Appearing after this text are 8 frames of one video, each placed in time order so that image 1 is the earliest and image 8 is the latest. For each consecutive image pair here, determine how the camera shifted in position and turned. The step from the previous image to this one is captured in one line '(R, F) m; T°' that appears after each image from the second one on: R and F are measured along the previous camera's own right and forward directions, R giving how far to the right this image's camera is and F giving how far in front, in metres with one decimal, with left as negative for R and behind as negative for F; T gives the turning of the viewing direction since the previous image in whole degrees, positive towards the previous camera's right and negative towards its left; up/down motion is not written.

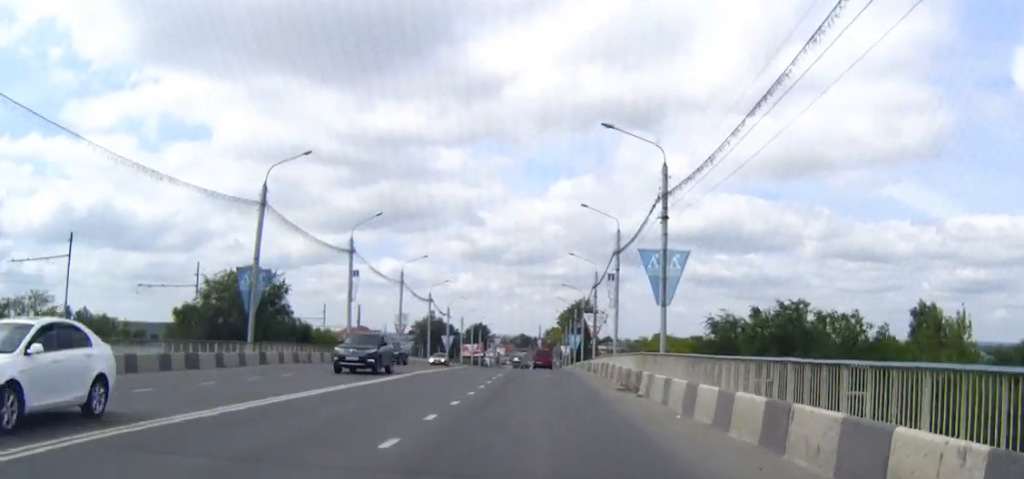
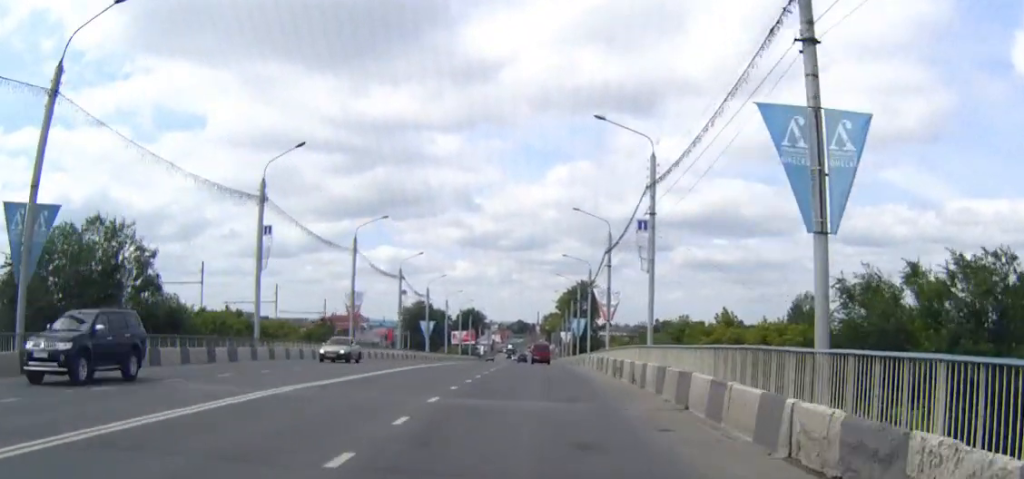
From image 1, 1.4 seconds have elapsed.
(+0.1, +21.8) m; 0°
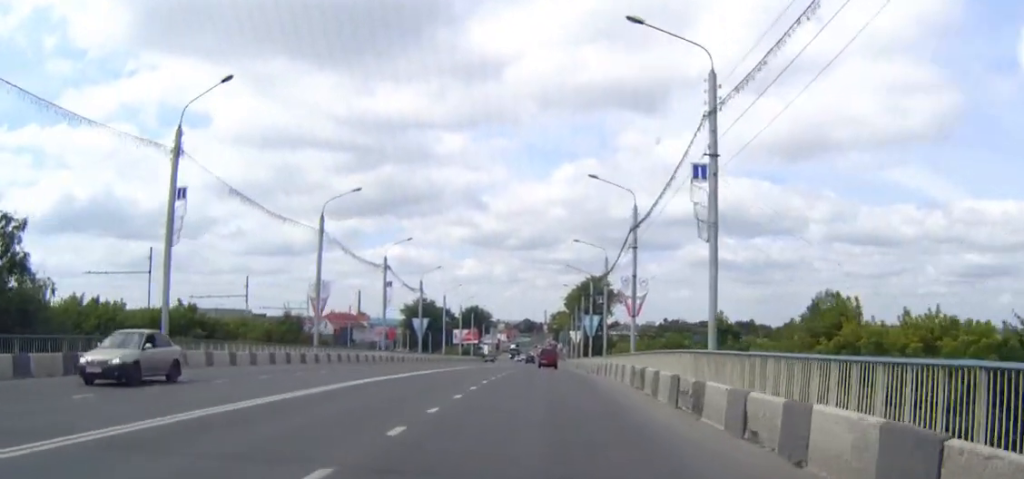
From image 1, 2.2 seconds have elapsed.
(0.0, +13.0) m; 0°
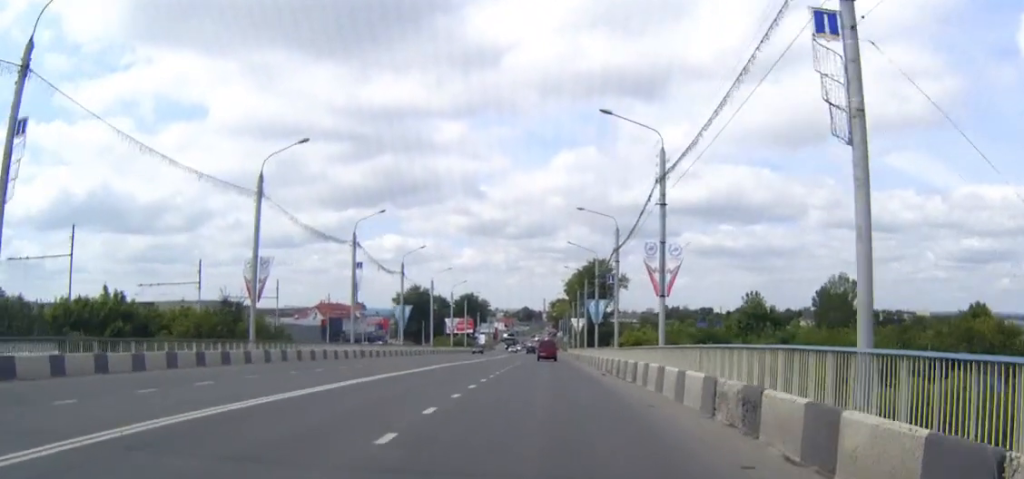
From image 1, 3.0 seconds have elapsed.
(0.0, +12.9) m; 0°
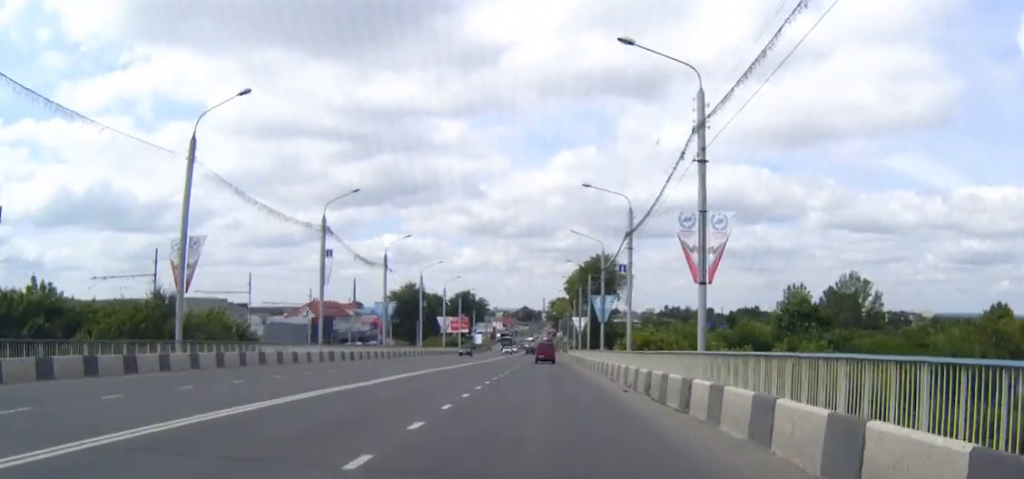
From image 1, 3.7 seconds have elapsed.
(0.0, +9.7) m; 0°
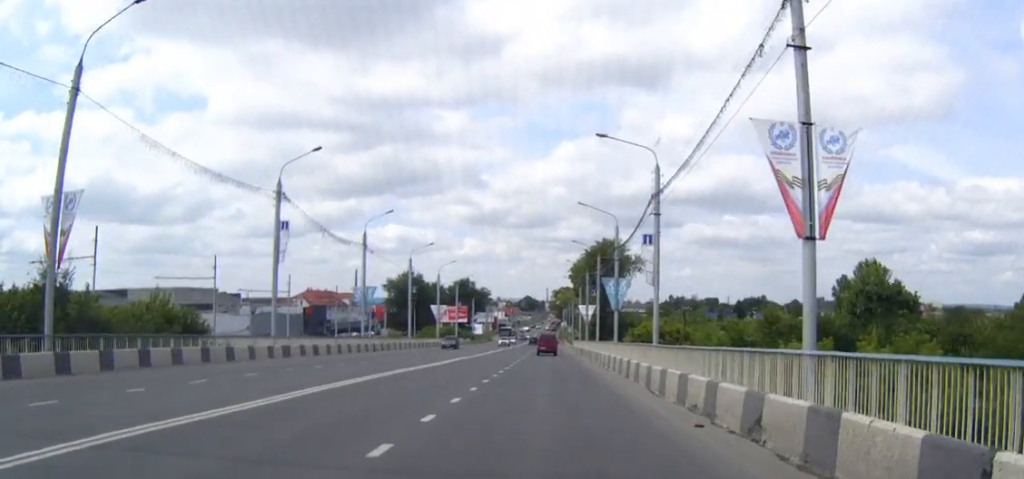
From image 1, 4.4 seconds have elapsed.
(0.0, +11.1) m; 0°
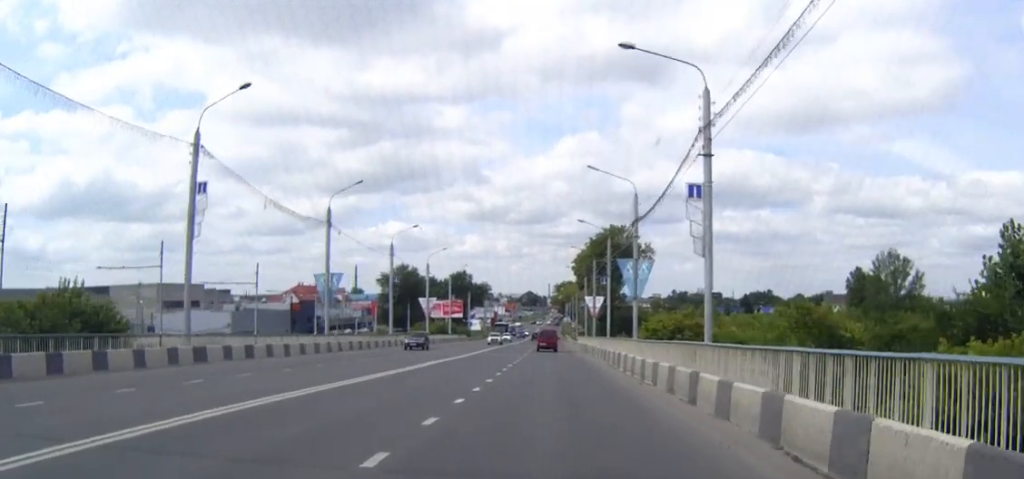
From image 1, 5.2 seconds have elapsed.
(0.0, +12.6) m; 0°
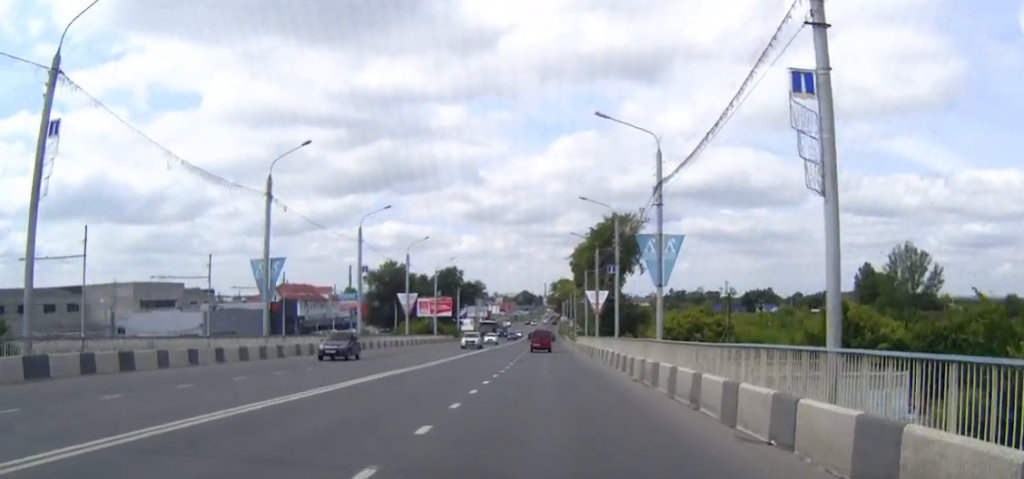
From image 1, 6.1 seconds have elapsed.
(0.0, +12.6) m; 0°
